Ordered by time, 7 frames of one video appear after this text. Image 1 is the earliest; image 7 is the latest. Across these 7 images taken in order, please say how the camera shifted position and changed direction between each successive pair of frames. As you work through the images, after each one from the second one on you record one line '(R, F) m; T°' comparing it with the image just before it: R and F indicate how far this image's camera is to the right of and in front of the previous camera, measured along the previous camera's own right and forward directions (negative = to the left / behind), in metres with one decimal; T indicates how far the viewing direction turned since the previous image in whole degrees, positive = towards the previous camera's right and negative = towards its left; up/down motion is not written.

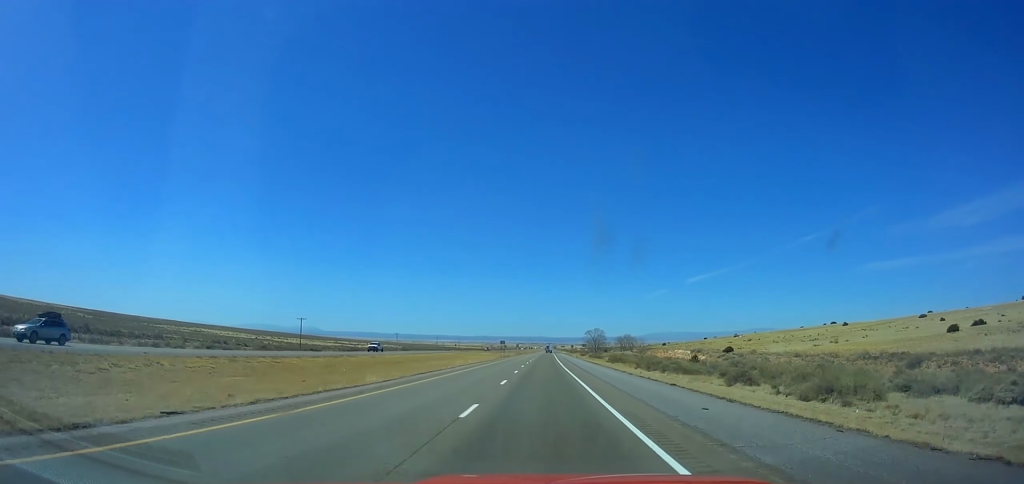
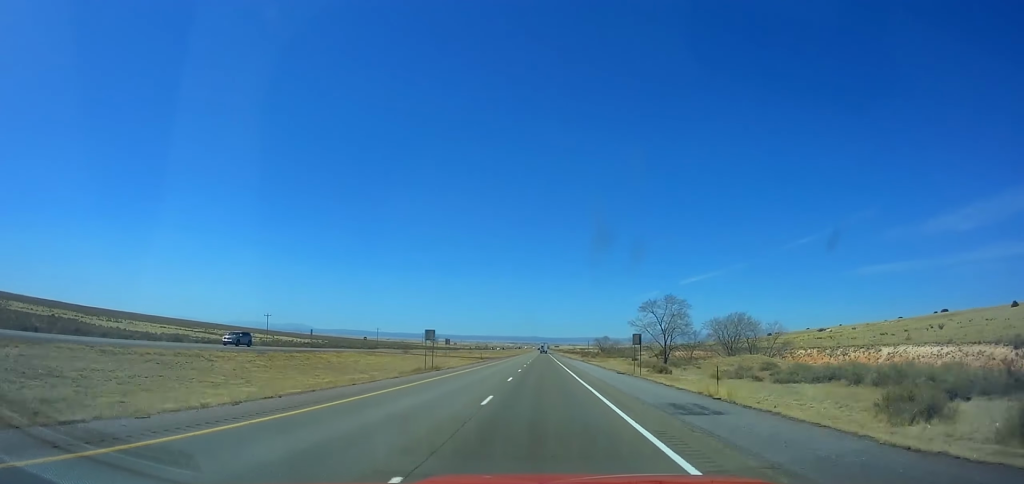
(+1.3, +131.7) m; 0°
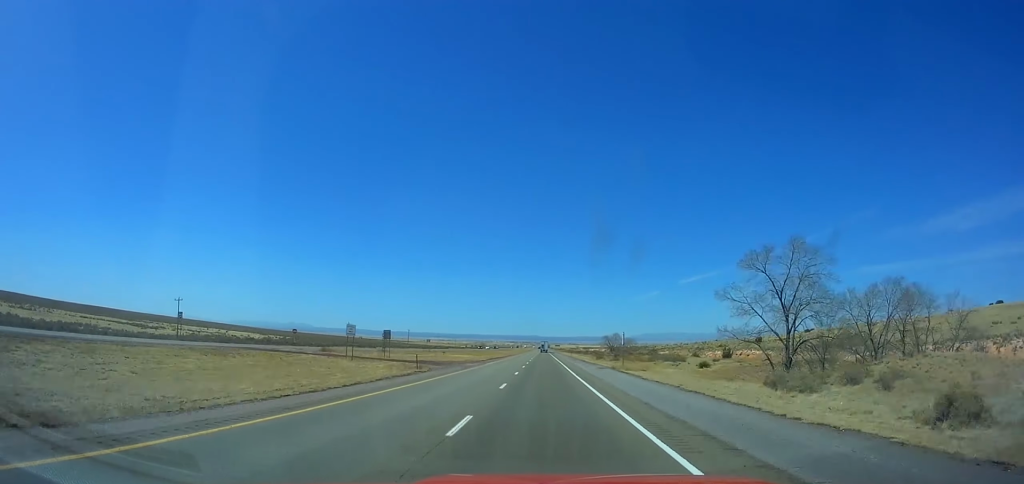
(-0.2, +42.8) m; 0°
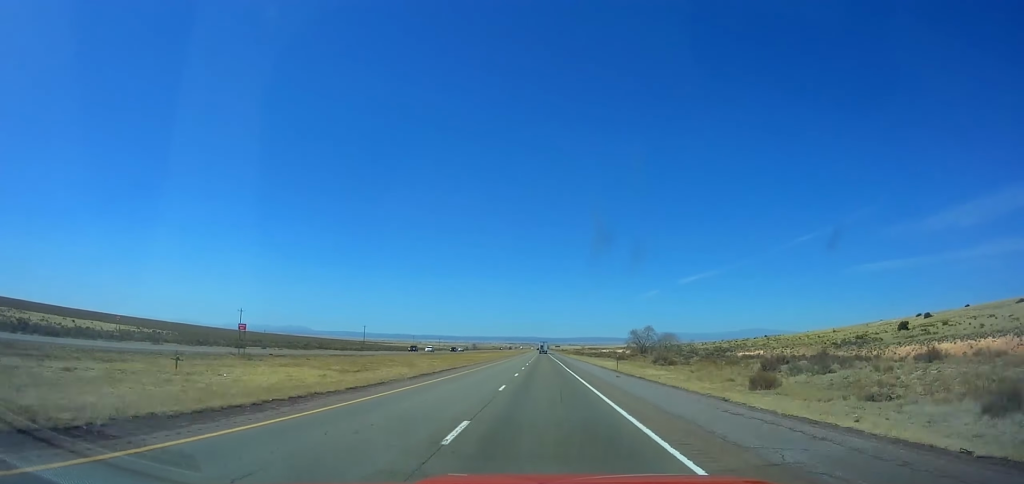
(-0.6, +85.5) m; 0°
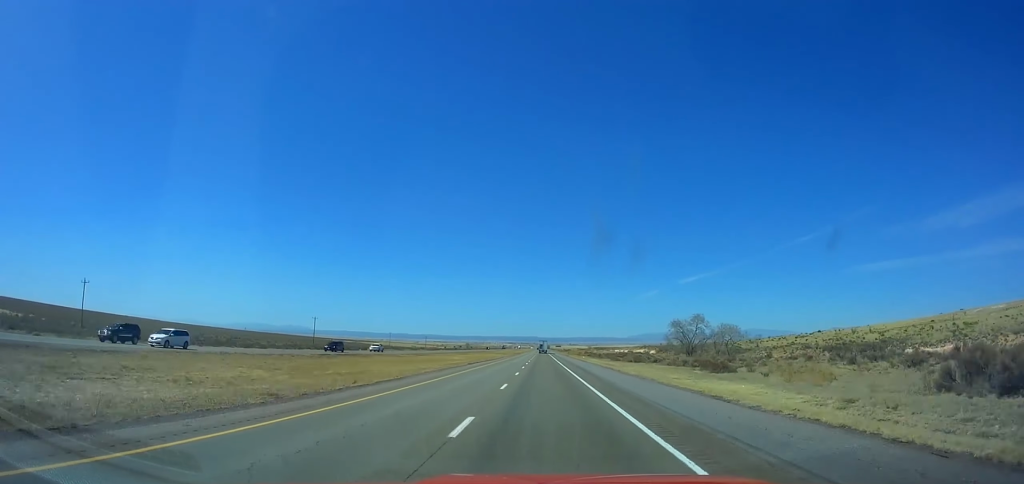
(+0.5, +60.5) m; 0°
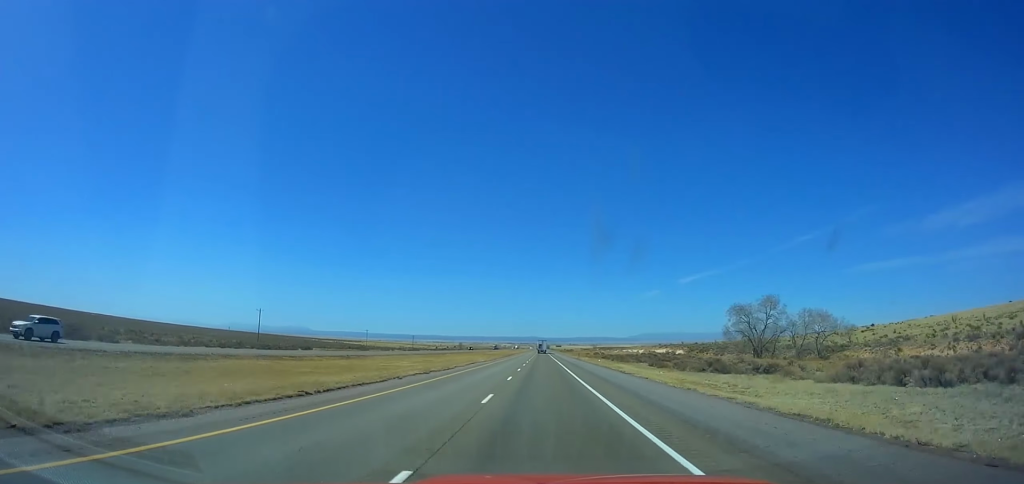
(+0.1, +42.6) m; 0°
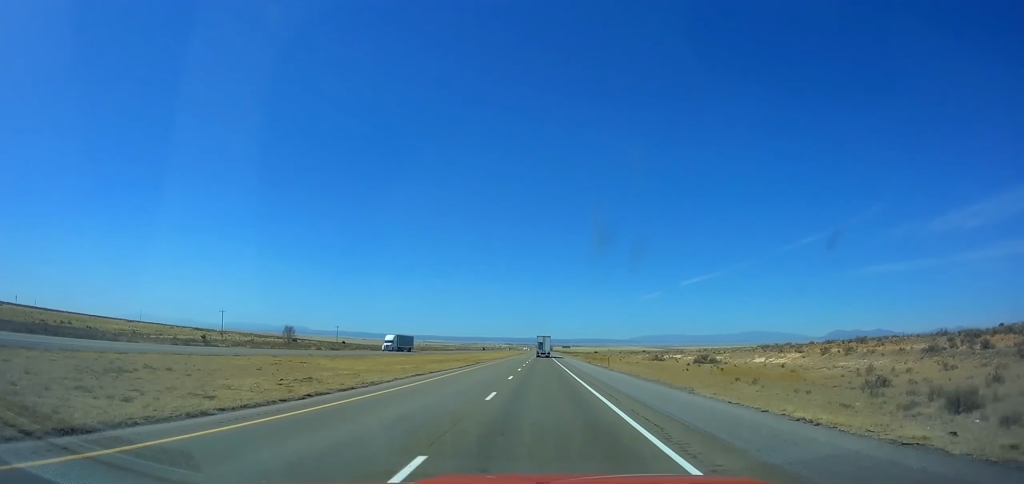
(-0.1, +367.1) m; 0°
